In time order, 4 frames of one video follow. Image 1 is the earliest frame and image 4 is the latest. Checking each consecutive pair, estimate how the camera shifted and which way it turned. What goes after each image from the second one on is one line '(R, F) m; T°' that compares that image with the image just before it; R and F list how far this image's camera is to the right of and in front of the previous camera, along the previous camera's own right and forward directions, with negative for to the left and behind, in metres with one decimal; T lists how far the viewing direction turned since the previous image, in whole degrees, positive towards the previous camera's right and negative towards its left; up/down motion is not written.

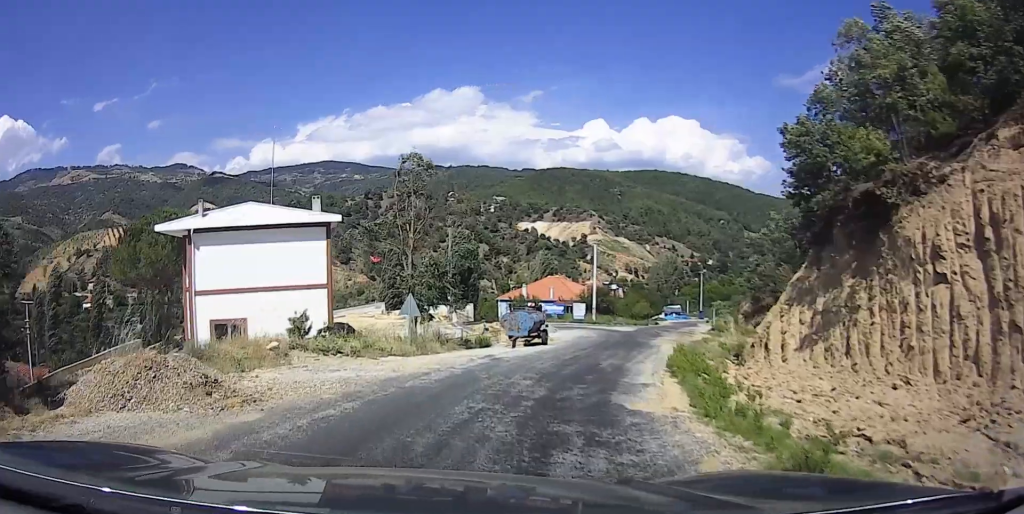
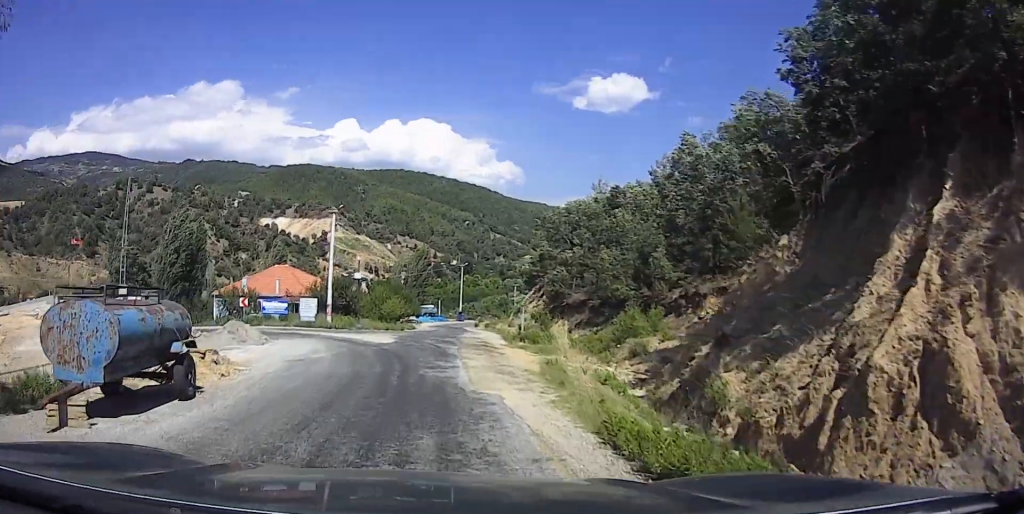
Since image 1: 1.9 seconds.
(+4.1, +17.2) m; +26°
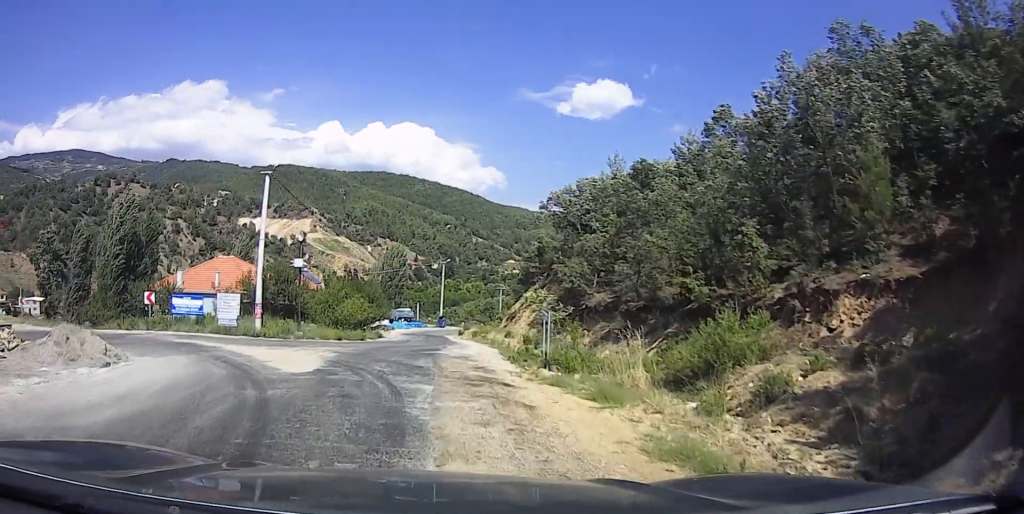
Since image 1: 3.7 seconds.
(+4.2, +10.9) m; +24°
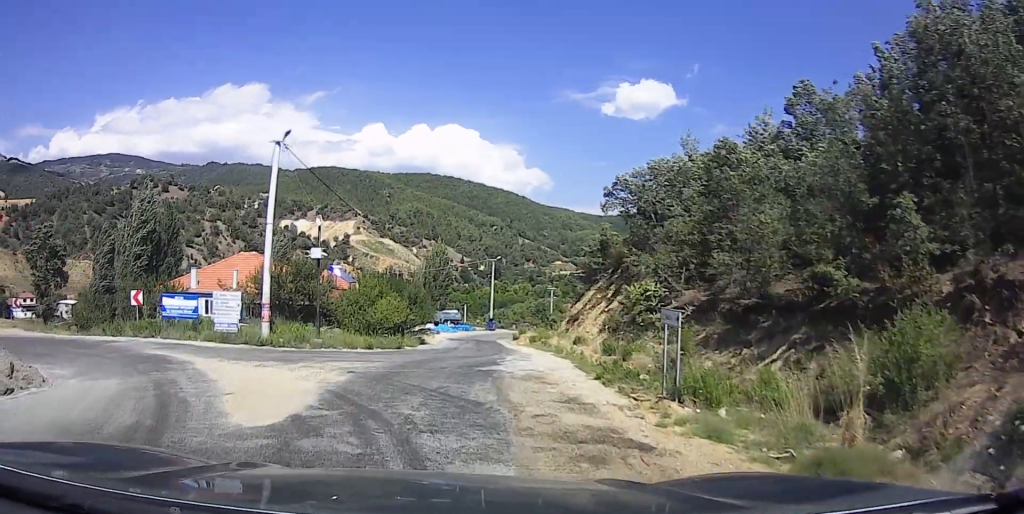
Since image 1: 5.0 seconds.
(-1.6, +6.6) m; -6°
